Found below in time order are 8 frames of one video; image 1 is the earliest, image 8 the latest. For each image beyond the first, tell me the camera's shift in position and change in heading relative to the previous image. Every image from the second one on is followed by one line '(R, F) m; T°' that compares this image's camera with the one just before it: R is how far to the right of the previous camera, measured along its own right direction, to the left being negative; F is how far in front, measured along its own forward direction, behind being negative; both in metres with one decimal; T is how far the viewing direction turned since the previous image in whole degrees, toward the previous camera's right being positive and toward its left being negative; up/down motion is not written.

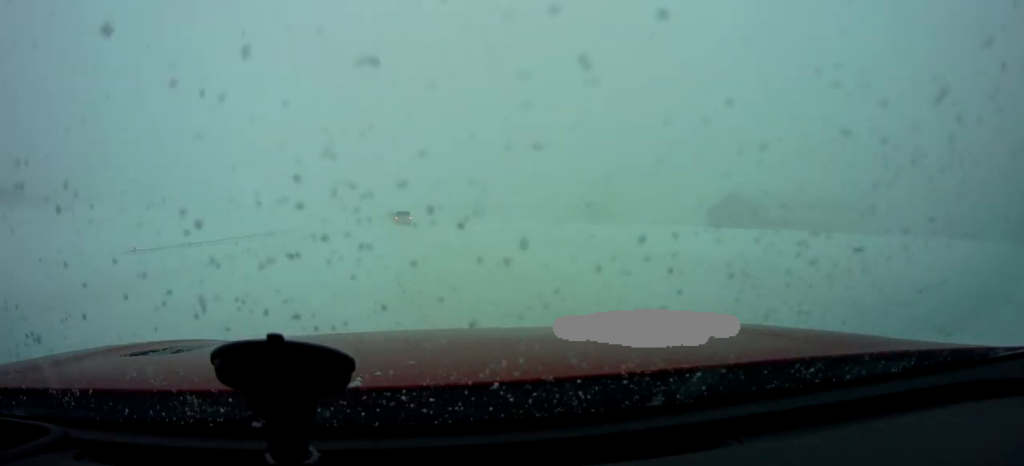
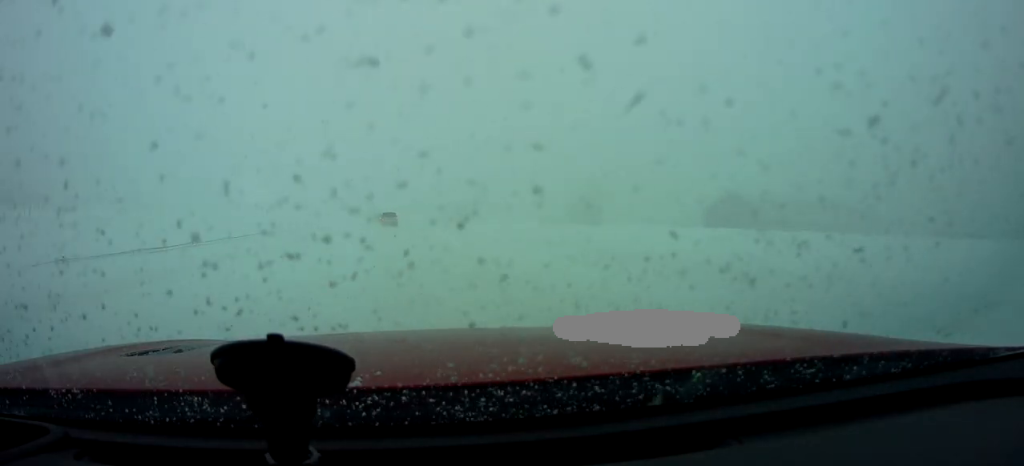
(+0.1, +3.3) m; +2°
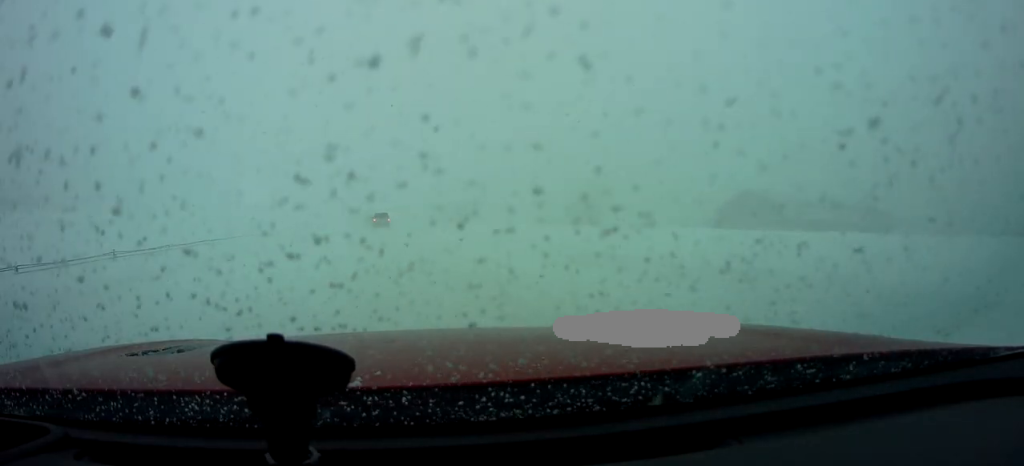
(+0.6, +6.1) m; 0°
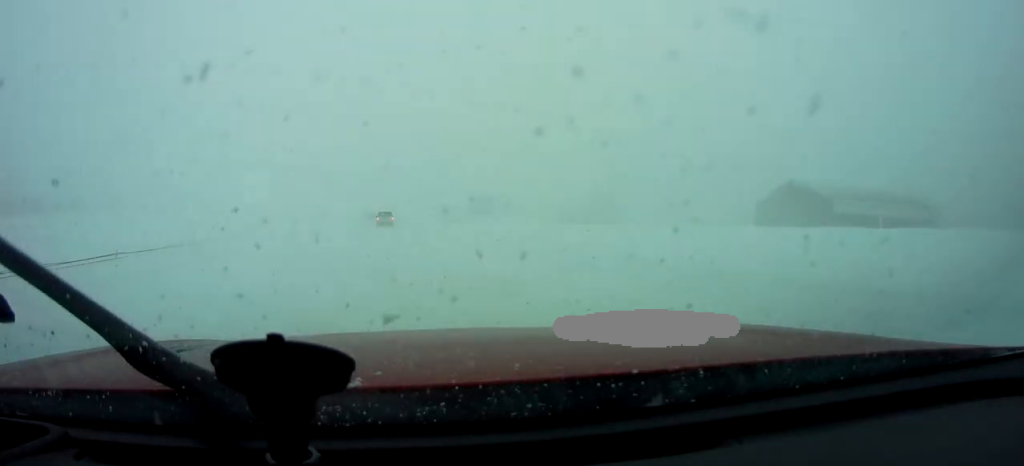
(-0.3, +8.9) m; 0°
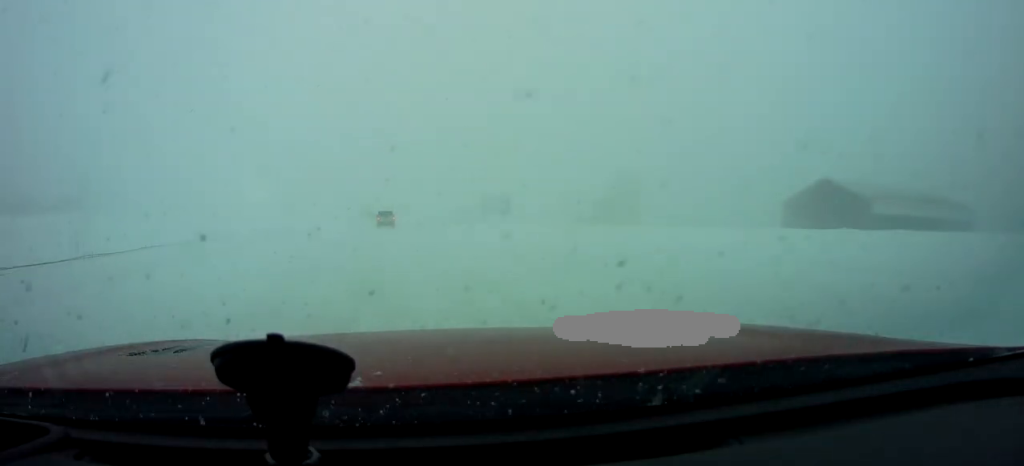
(0.0, +6.4) m; -3°
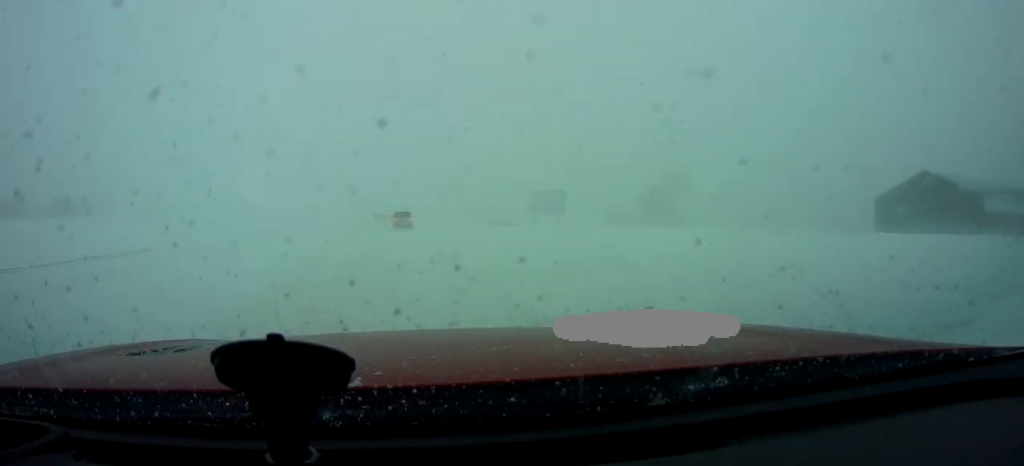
(-0.6, +14.6) m; -1°
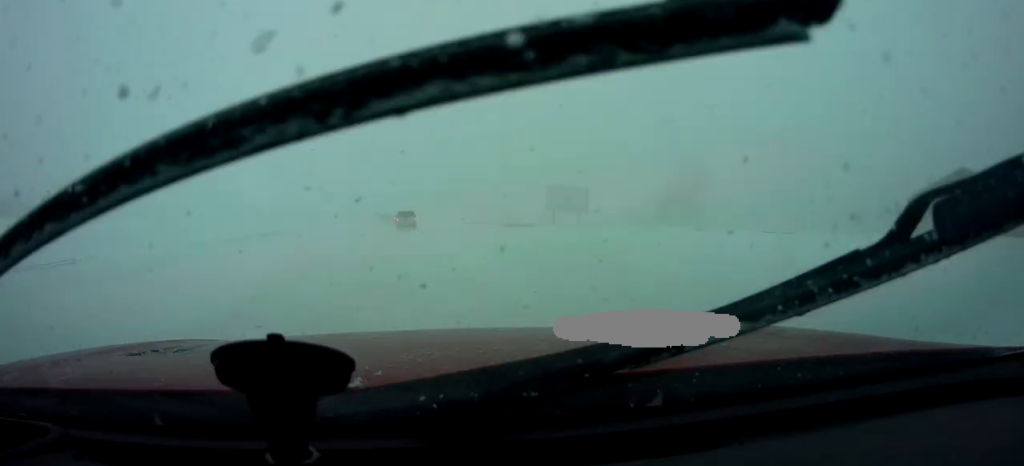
(0.0, +5.4) m; 0°
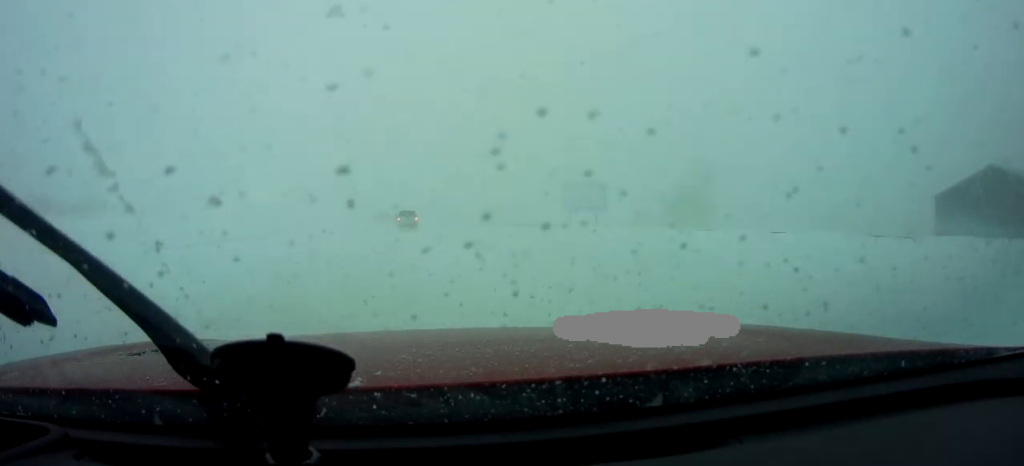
(0.0, +4.4) m; 0°
